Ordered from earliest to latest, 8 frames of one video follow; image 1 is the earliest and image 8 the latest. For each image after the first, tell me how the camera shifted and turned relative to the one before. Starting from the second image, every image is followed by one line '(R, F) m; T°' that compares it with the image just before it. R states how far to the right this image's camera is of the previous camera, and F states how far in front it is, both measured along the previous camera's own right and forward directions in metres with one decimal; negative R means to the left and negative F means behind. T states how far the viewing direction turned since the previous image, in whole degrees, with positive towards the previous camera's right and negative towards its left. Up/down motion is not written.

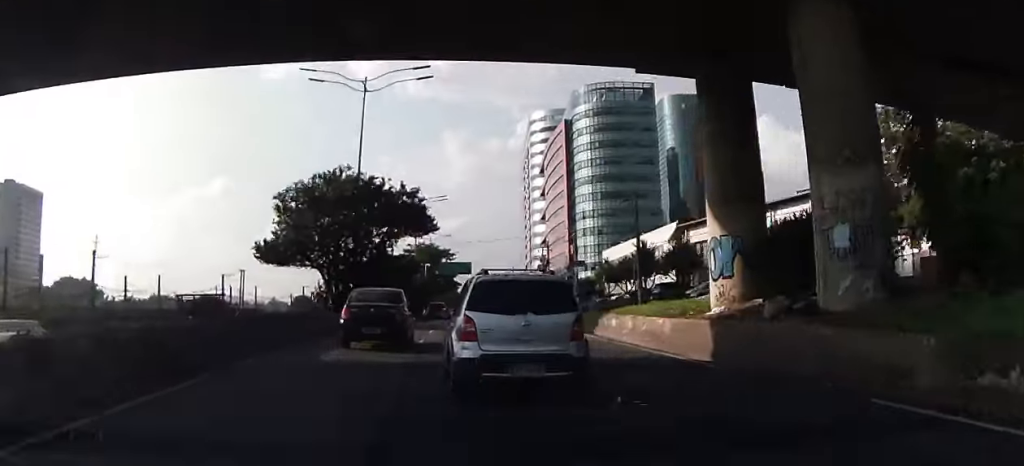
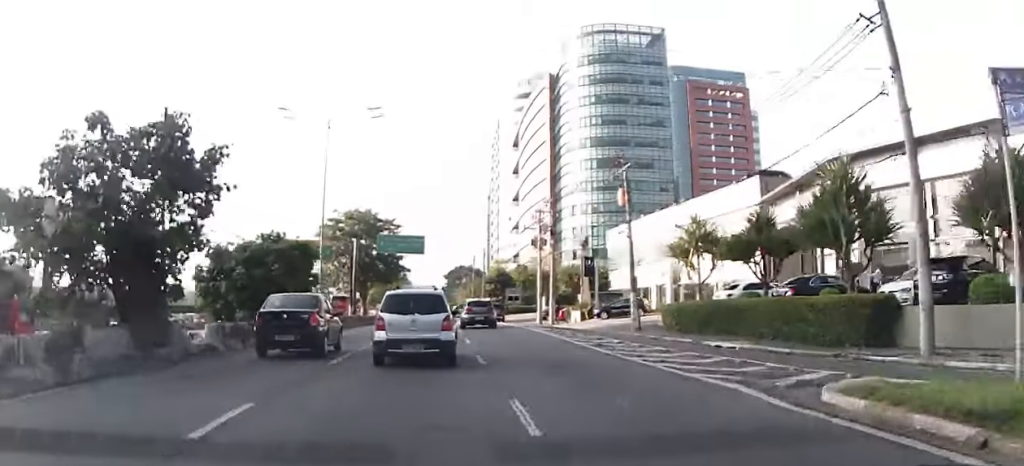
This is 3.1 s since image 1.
(+1.7, +37.9) m; +4°
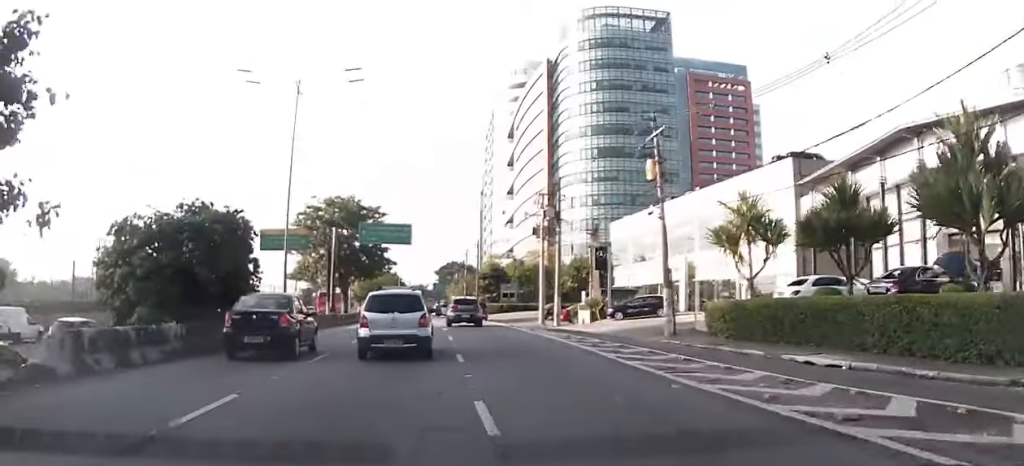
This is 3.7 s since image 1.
(0.0, +7.6) m; 0°
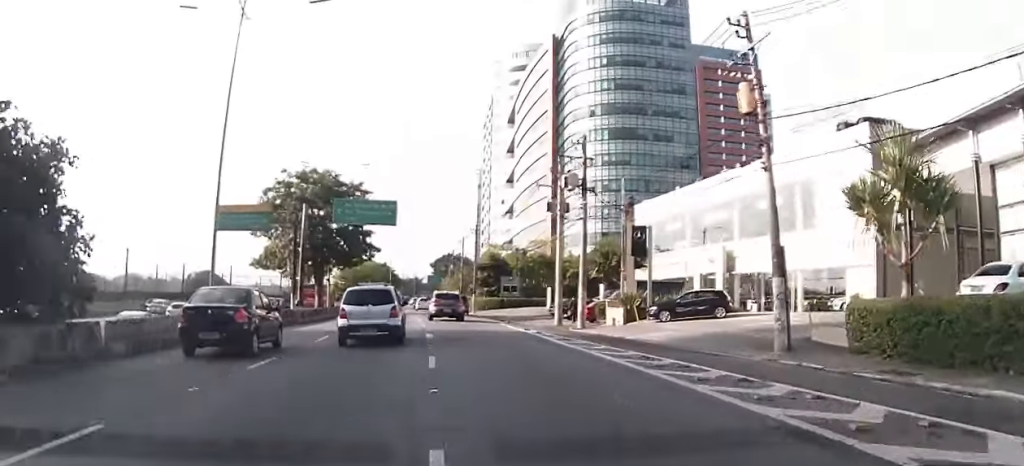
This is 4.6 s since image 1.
(0.0, +11.2) m; 0°
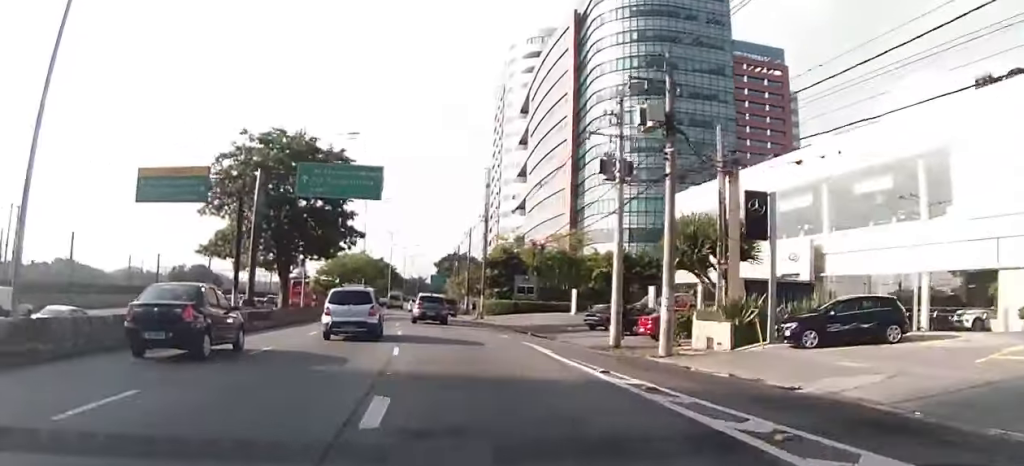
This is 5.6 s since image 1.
(0.0, +14.1) m; +1°
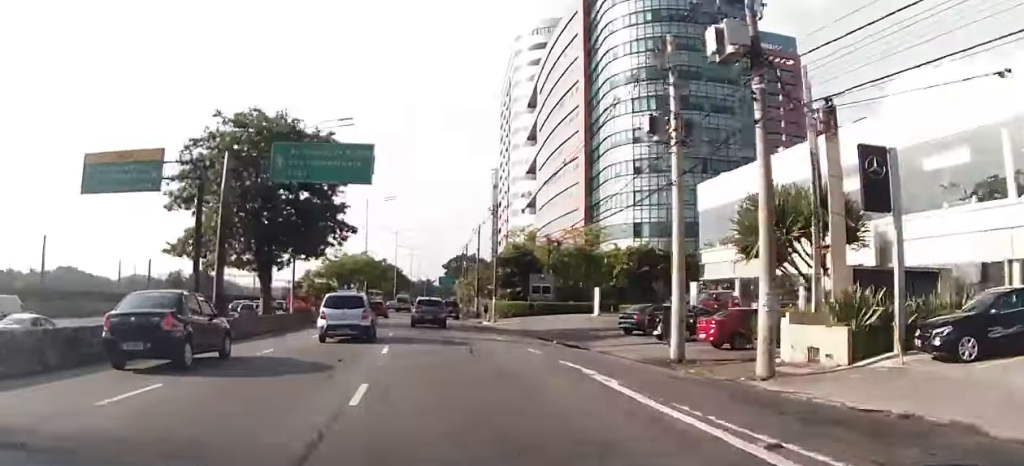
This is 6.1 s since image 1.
(0.0, +6.7) m; 0°
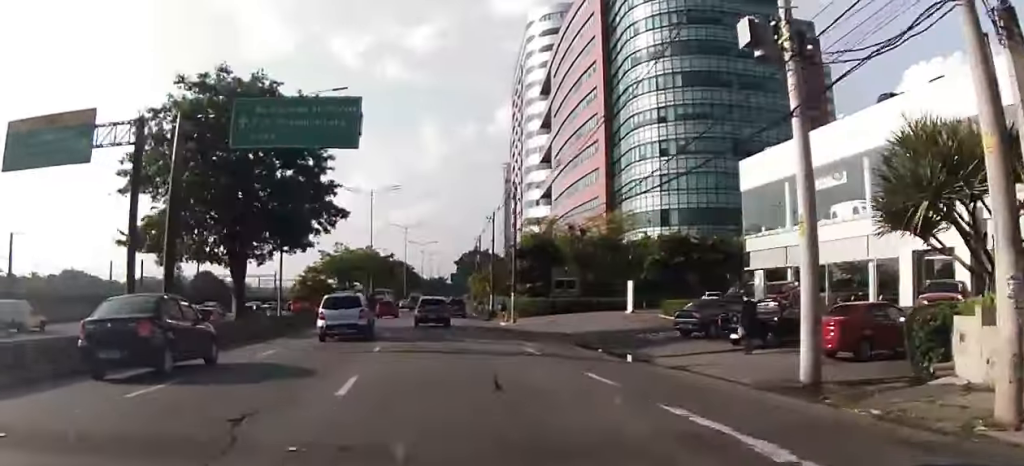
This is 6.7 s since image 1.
(+0.1, +7.2) m; 0°
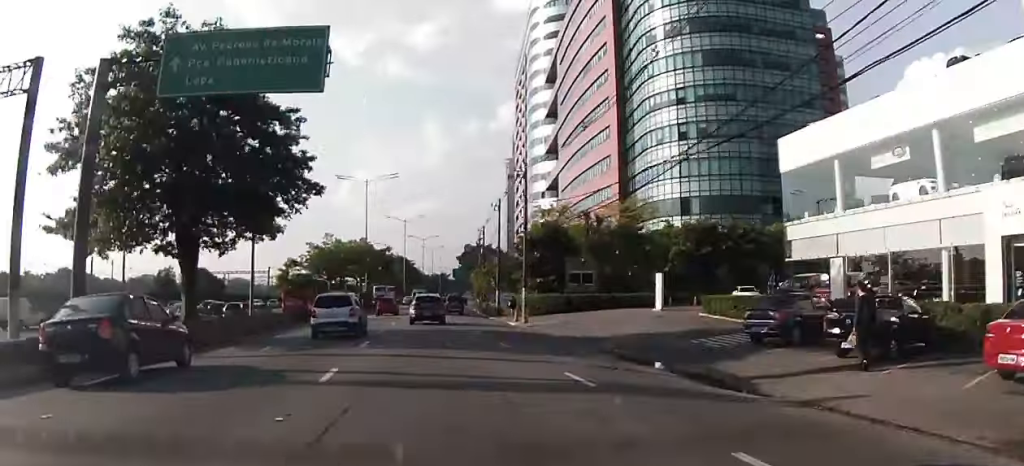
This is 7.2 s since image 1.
(0.0, +6.9) m; -1°
